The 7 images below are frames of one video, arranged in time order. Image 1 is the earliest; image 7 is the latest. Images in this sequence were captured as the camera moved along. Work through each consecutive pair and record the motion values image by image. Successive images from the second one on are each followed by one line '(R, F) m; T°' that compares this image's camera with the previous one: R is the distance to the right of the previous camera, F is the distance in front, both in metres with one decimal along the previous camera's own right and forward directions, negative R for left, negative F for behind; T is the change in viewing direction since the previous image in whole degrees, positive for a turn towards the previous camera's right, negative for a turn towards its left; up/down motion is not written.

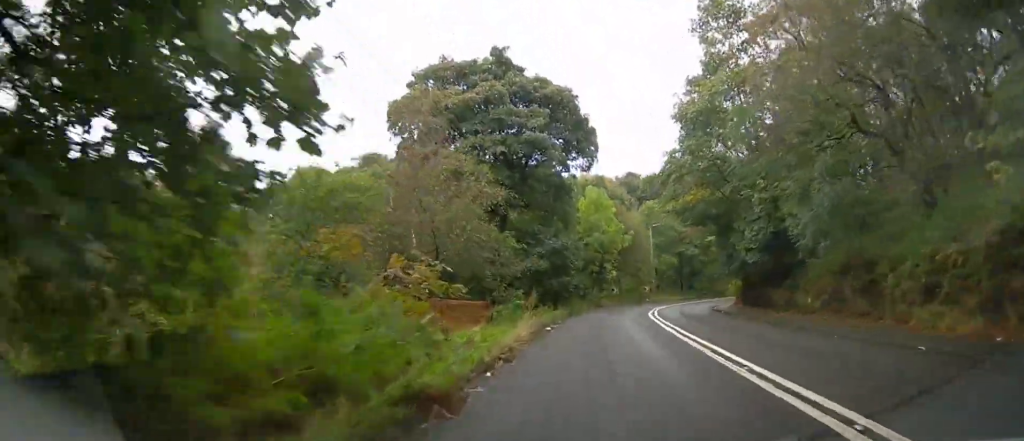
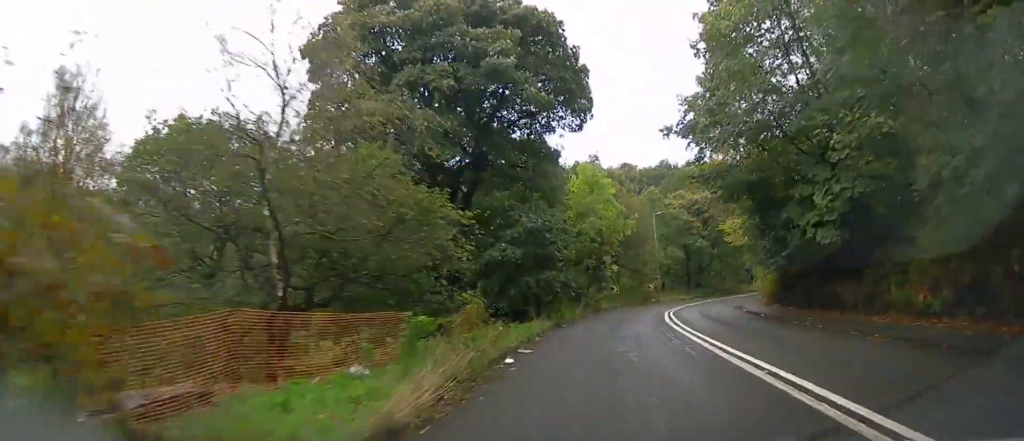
(-0.1, +8.2) m; 0°
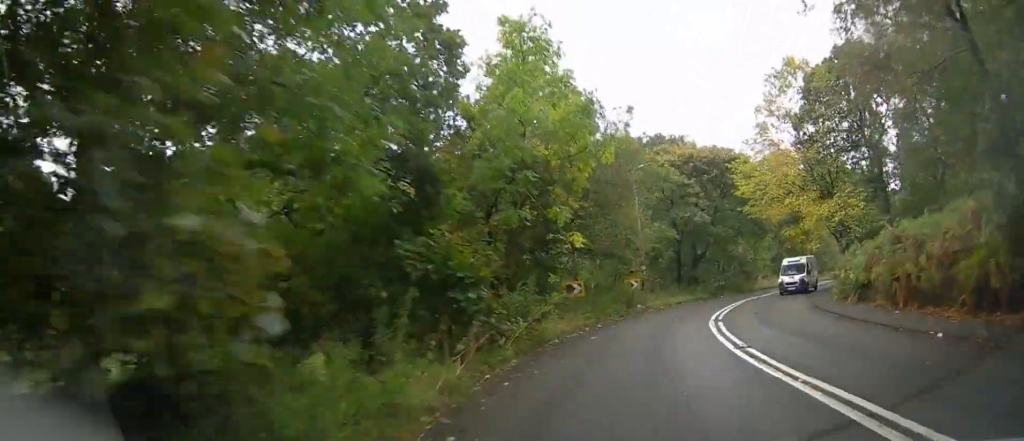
(+0.5, +21.4) m; +6°
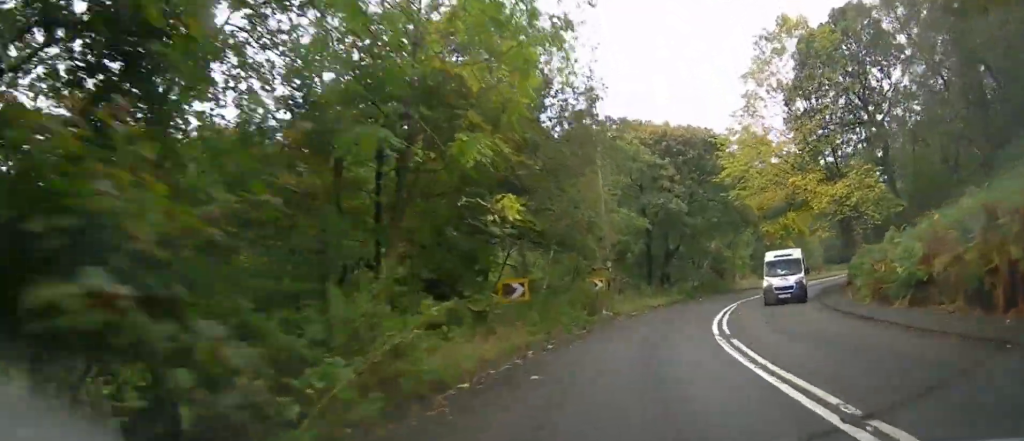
(+0.3, +6.5) m; +4°
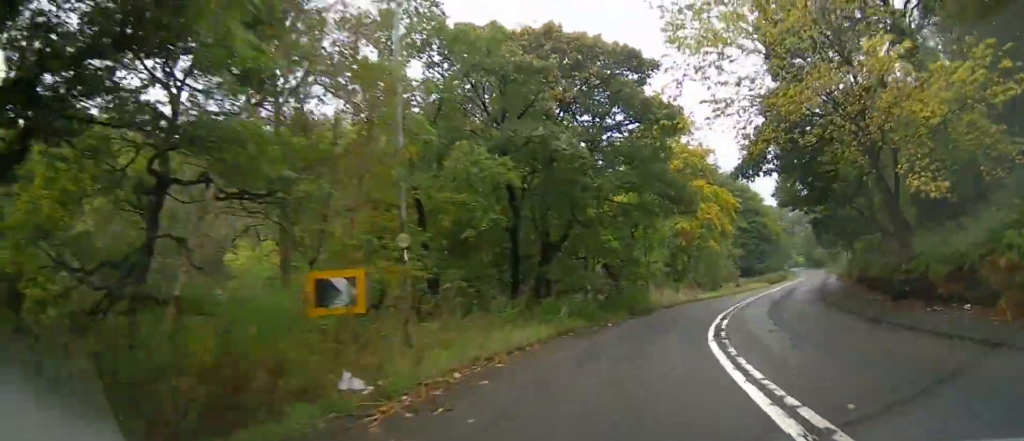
(+1.5, +16.2) m; +11°
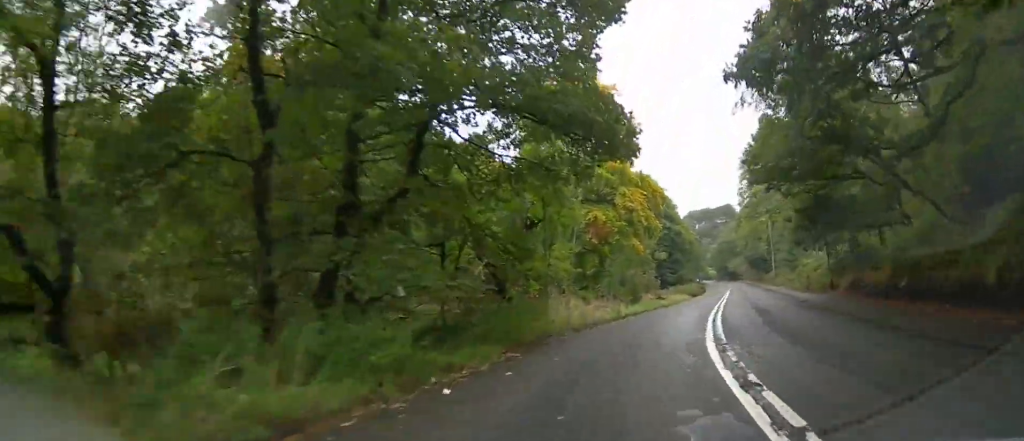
(+0.7, +11.5) m; +8°
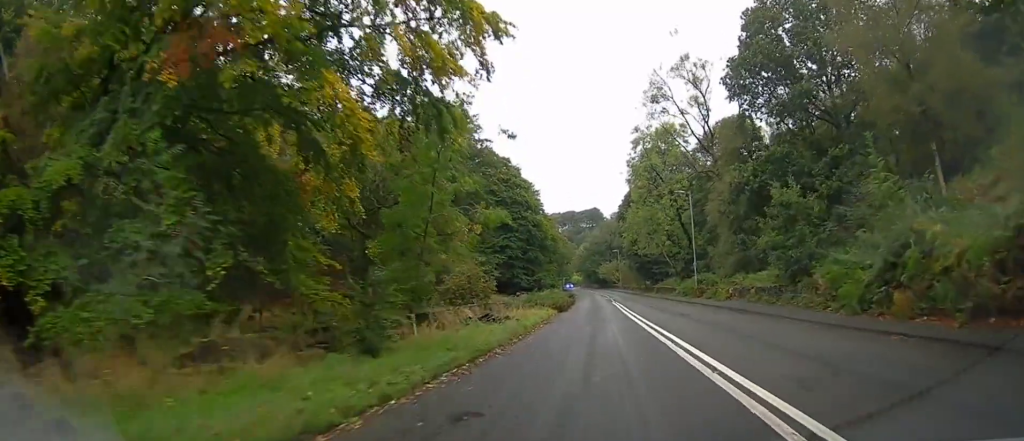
(+4.0, +27.3) m; +14°
